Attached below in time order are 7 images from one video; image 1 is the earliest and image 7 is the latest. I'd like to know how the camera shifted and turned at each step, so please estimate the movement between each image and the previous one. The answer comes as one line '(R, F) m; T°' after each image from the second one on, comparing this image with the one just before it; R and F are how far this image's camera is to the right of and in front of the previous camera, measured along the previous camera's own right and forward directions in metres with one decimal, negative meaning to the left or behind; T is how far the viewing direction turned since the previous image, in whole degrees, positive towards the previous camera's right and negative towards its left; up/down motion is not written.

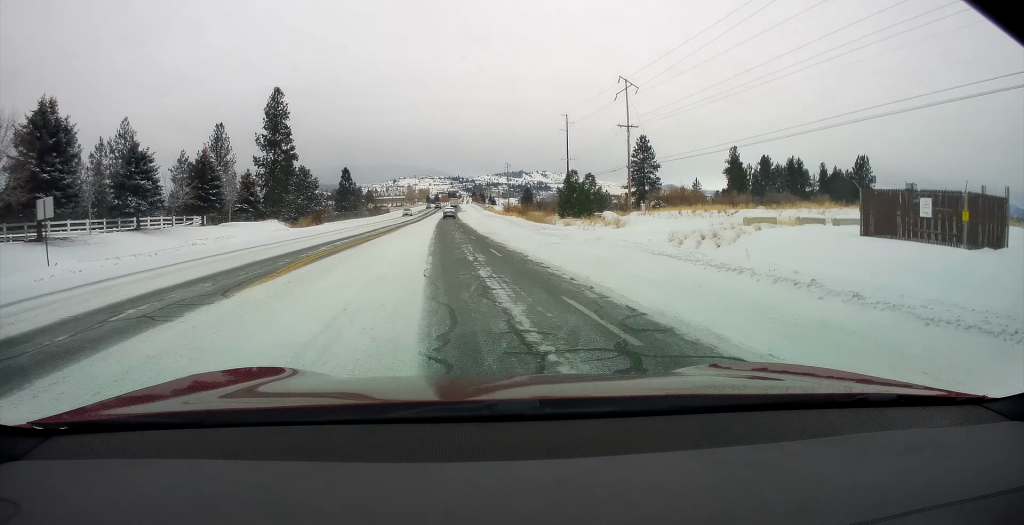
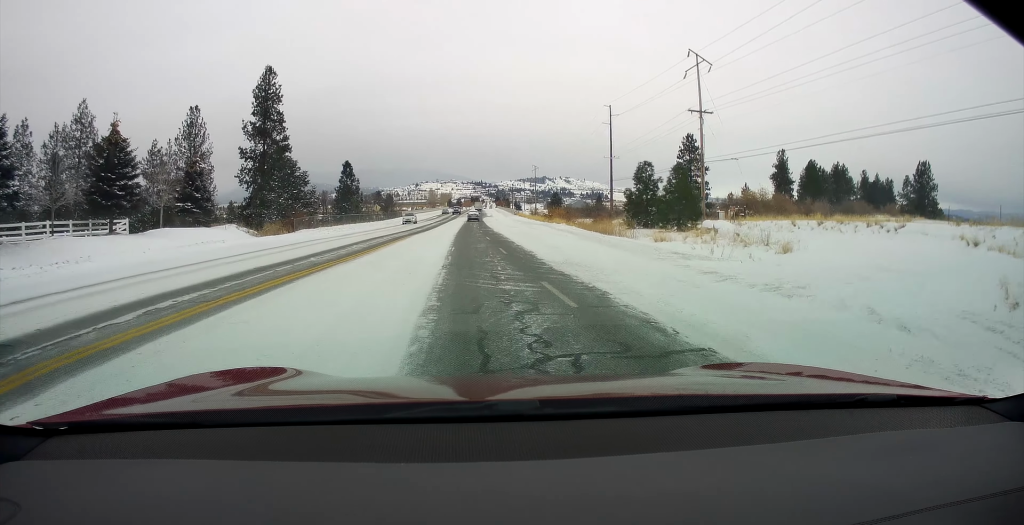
(-0.3, +18.8) m; 0°
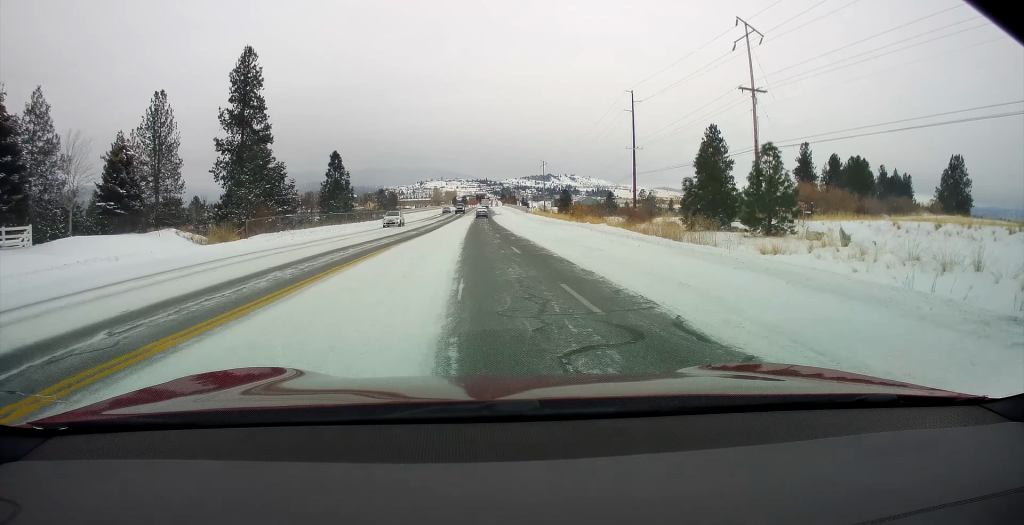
(+0.3, +11.9) m; -1°
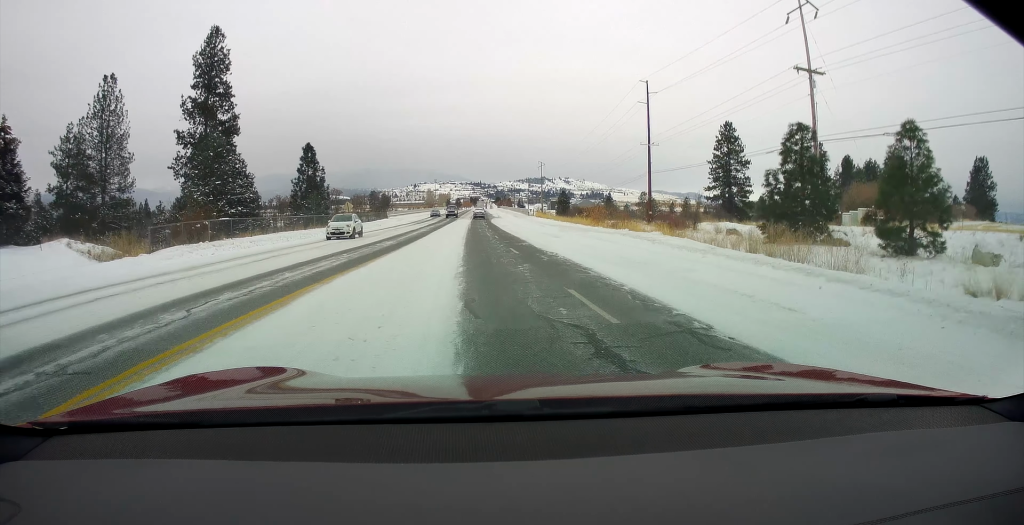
(-0.5, +11.3) m; -2°
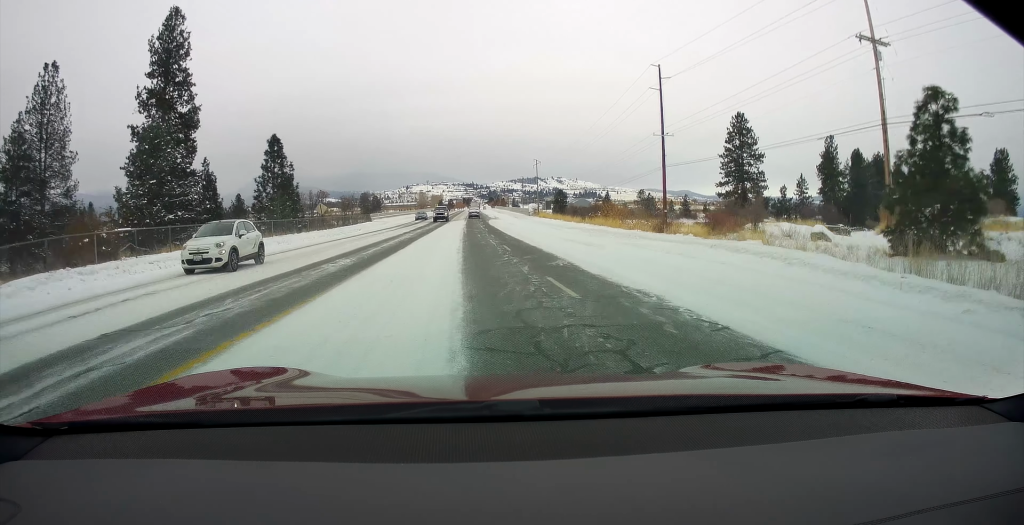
(-0.1, +10.4) m; 0°
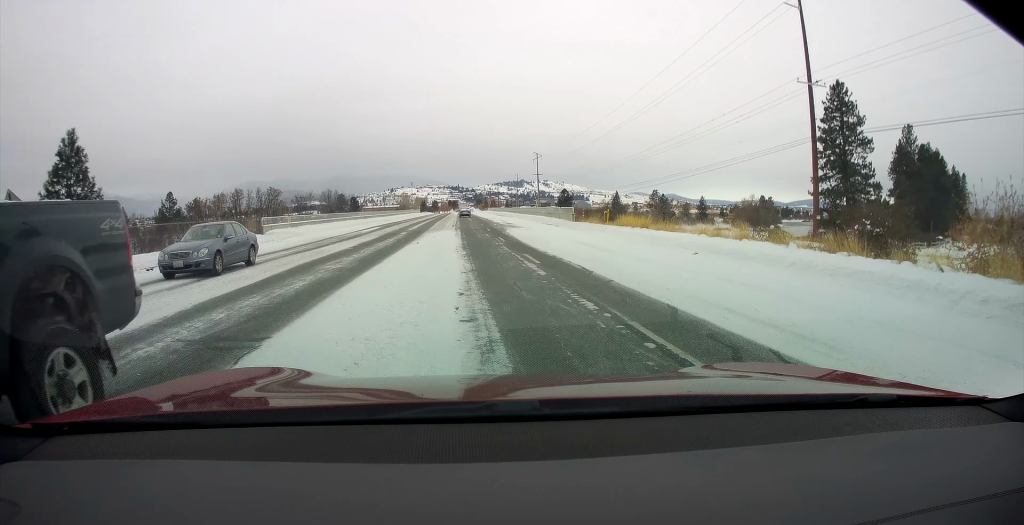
(+0.4, +43.7) m; 0°
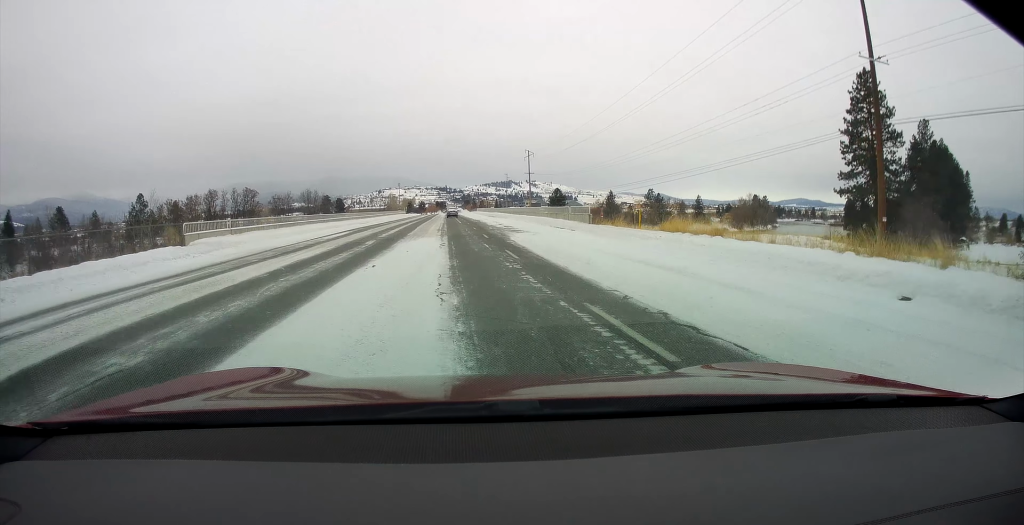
(-0.1, +10.9) m; +1°
